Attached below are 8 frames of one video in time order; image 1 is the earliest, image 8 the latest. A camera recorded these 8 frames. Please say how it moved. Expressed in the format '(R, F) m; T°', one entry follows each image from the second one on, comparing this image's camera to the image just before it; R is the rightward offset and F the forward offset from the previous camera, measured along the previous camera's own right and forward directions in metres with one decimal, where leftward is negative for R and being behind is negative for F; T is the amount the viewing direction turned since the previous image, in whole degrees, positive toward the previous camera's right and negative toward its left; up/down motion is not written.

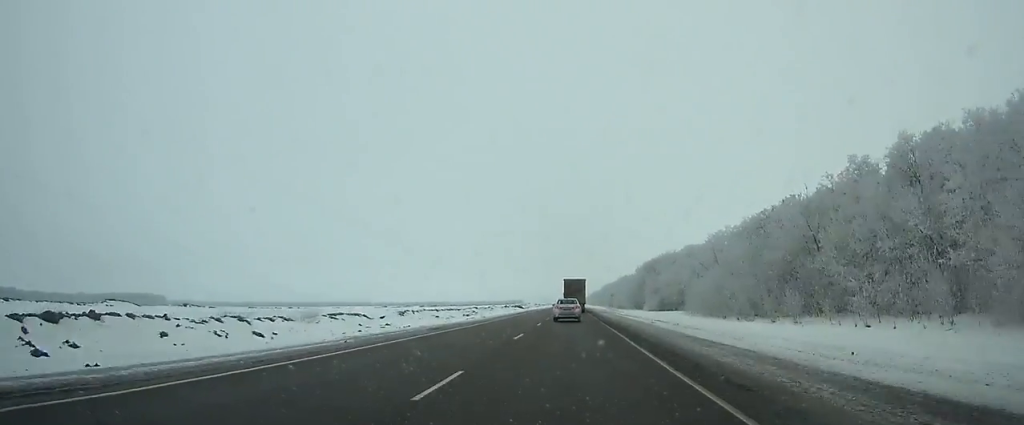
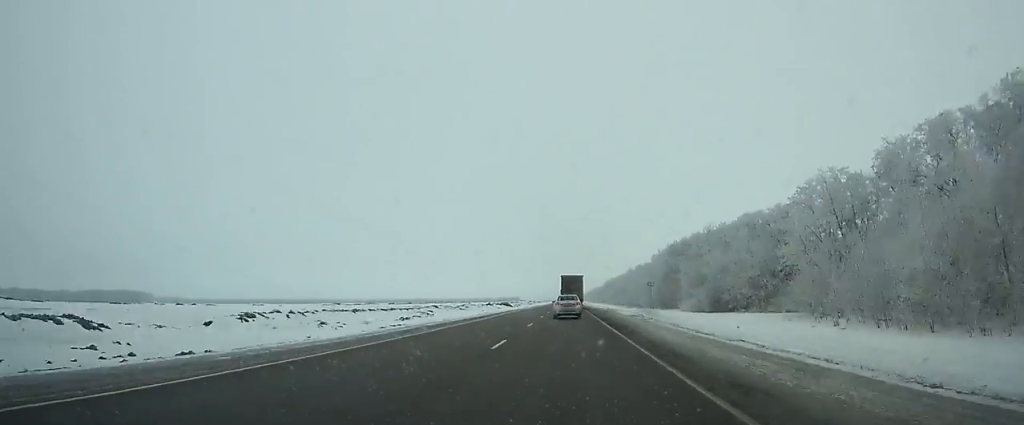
(0.0, +52.2) m; 0°
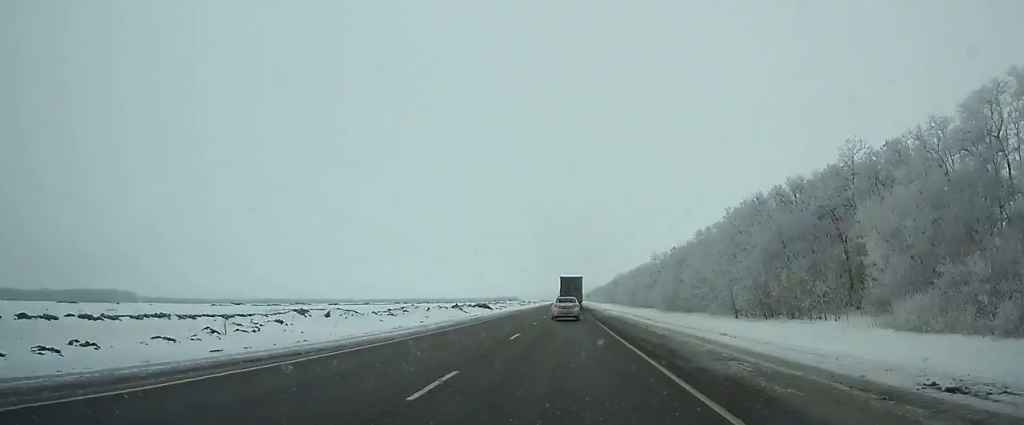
(0.0, +67.8) m; 0°
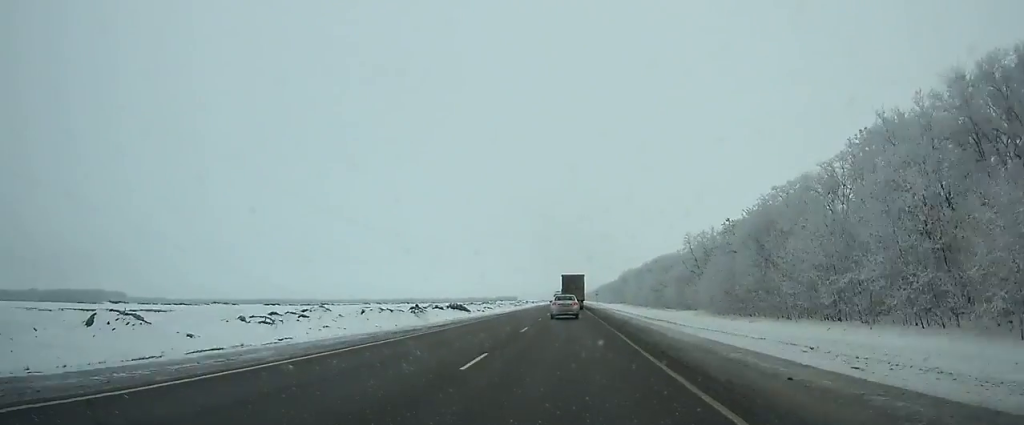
(0.0, +45.8) m; 0°
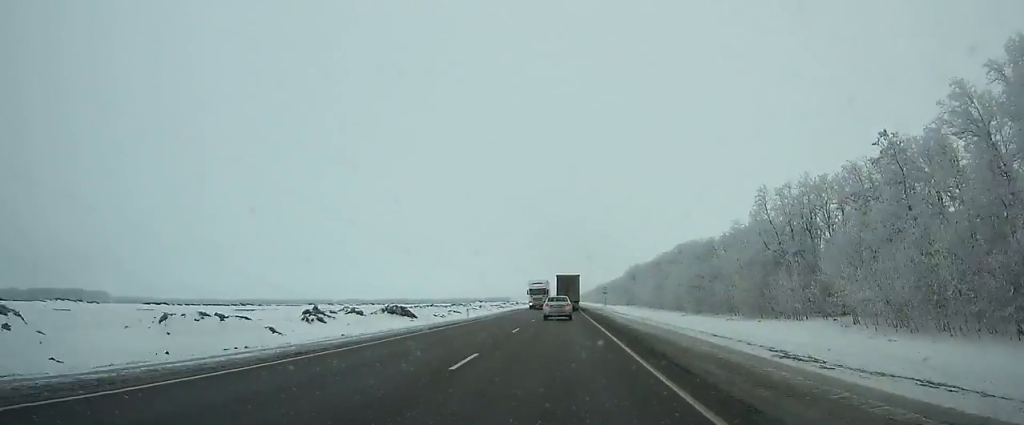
(0.0, +47.9) m; 0°
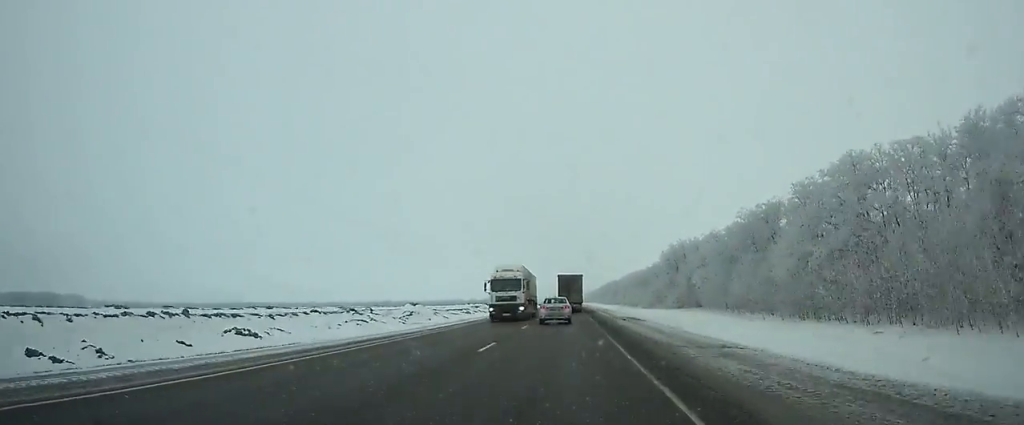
(-0.1, +93.2) m; 0°
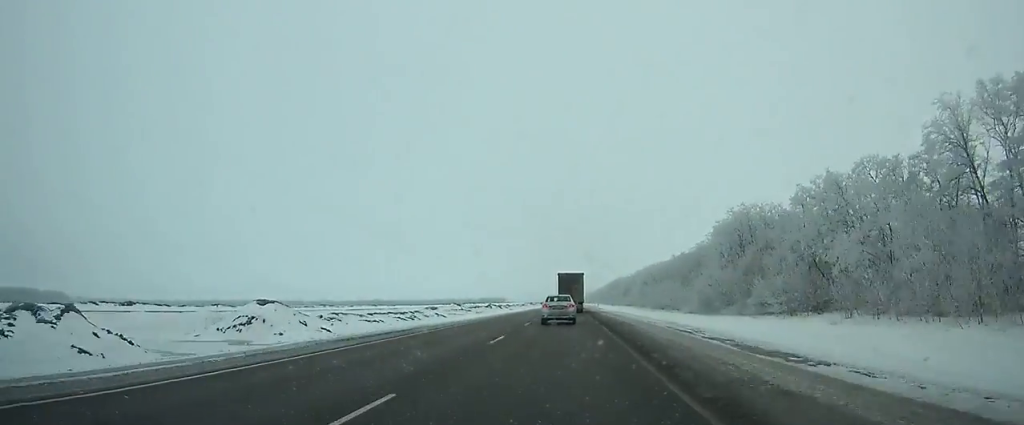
(-0.1, +58.2) m; 0°
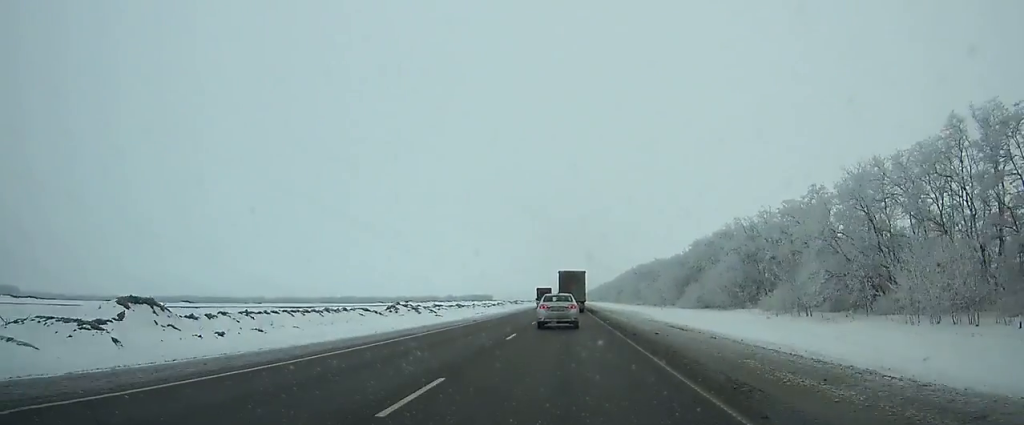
(0.0, +132.8) m; 0°
